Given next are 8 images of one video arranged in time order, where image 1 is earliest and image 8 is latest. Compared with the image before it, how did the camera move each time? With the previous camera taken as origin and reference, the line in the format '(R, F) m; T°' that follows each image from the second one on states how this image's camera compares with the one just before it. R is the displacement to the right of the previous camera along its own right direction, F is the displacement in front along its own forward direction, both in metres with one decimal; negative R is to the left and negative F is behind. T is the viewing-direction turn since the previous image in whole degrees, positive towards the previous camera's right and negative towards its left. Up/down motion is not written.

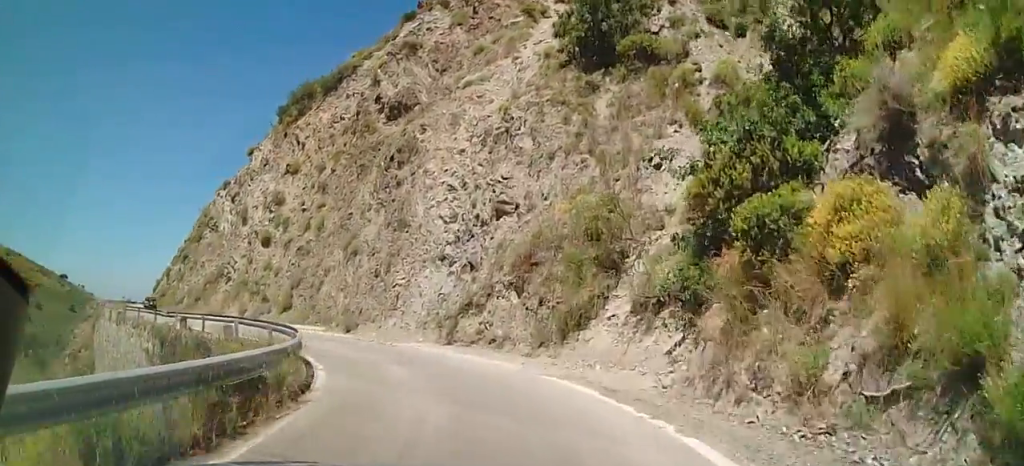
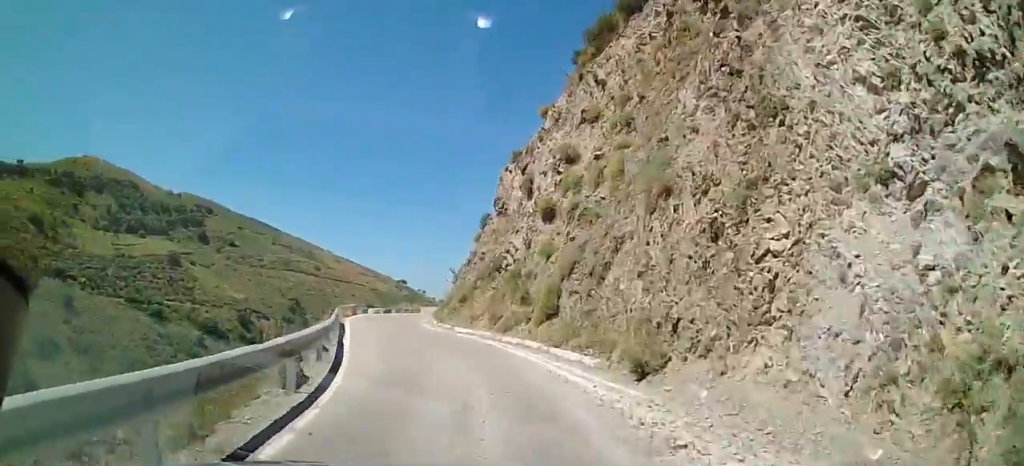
(-2.5, +16.1) m; -11°
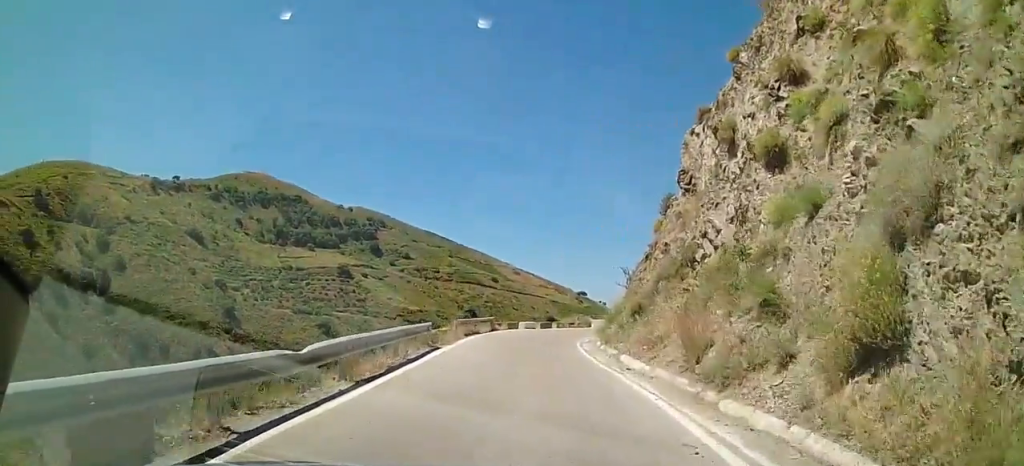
(-1.6, +10.4) m; -38°
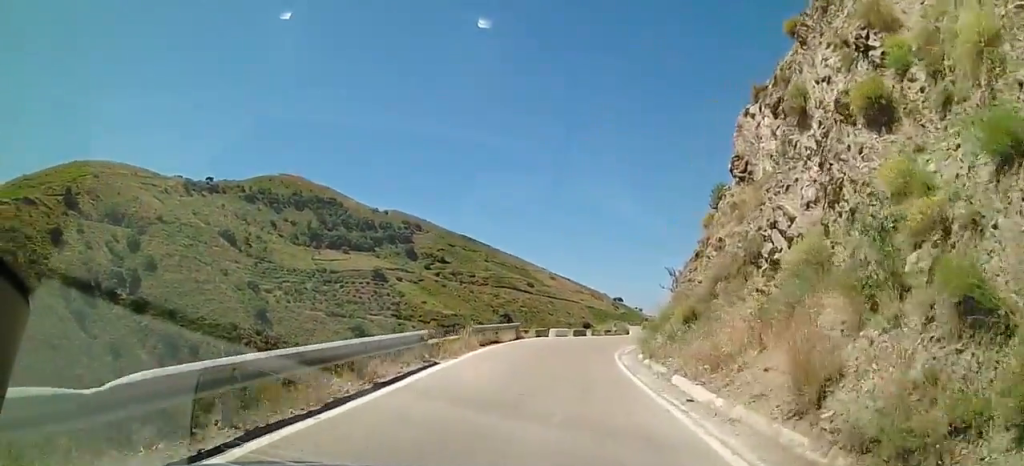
(-1.8, +4.2) m; -7°
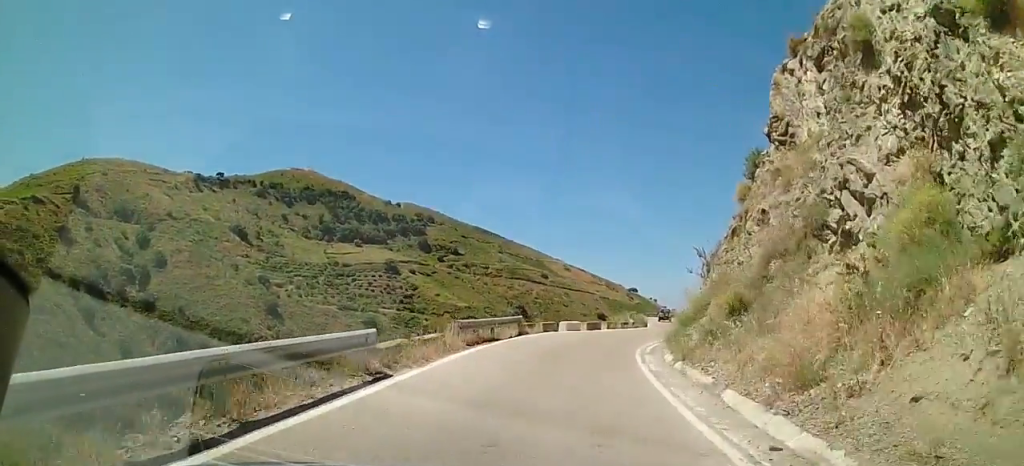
(-1.2, +4.4) m; -6°
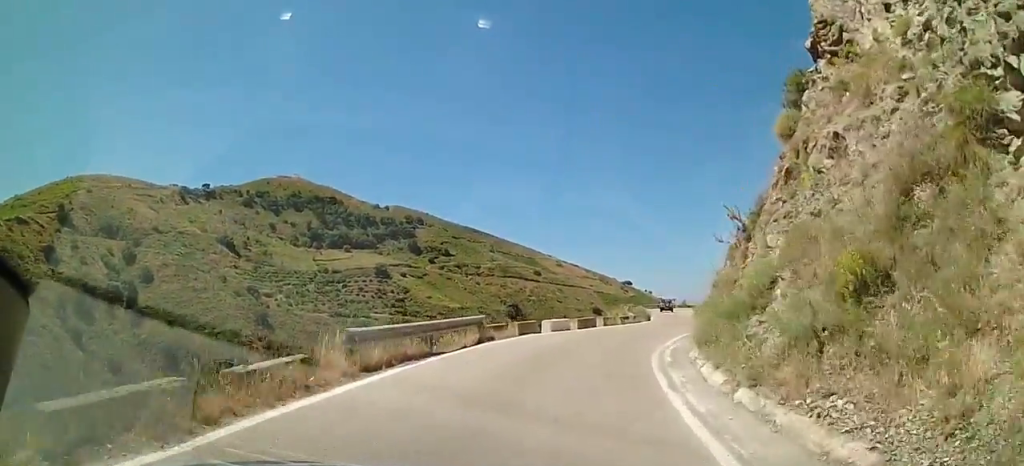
(+1.3, +7.1) m; +11°
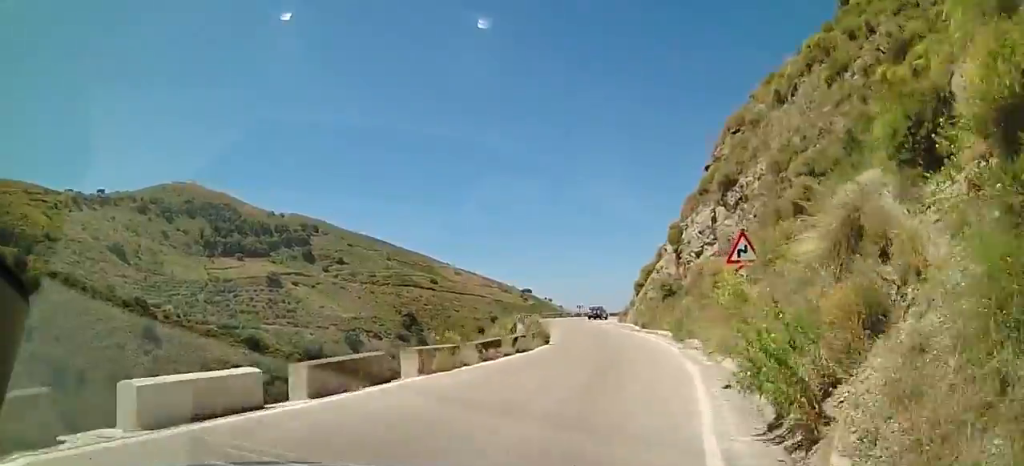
(+2.2, +19.0) m; +10°
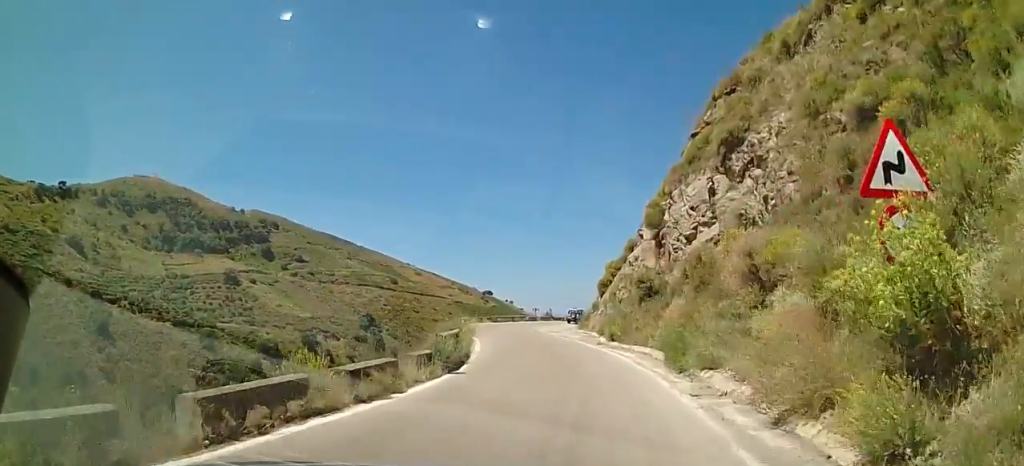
(+0.1, +8.5) m; +1°
